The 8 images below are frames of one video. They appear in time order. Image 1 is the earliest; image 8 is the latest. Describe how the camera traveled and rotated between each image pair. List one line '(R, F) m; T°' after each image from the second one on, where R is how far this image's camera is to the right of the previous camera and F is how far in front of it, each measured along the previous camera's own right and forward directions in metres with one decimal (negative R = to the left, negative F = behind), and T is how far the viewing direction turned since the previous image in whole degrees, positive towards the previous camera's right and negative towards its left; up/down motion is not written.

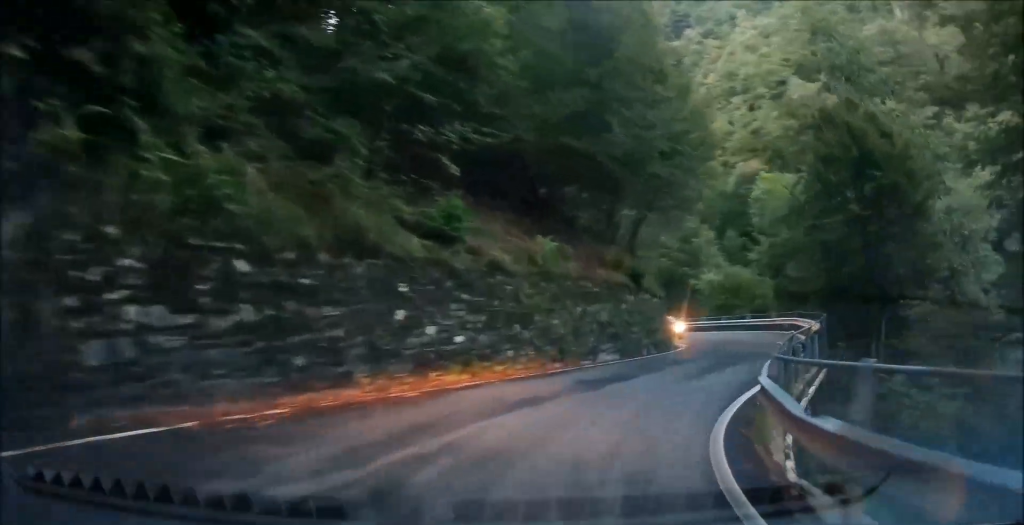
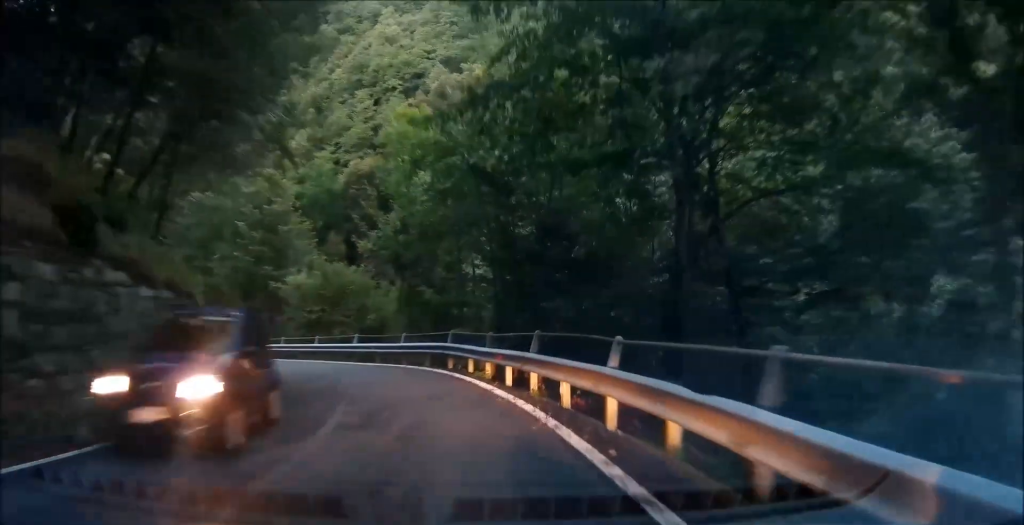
(+1.9, +16.9) m; +9°
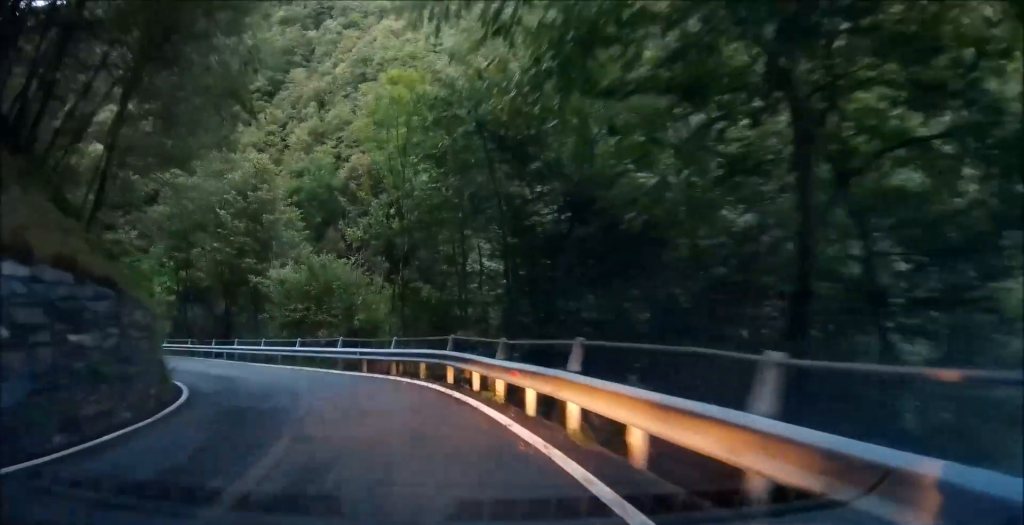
(+0.2, +4.5) m; 0°
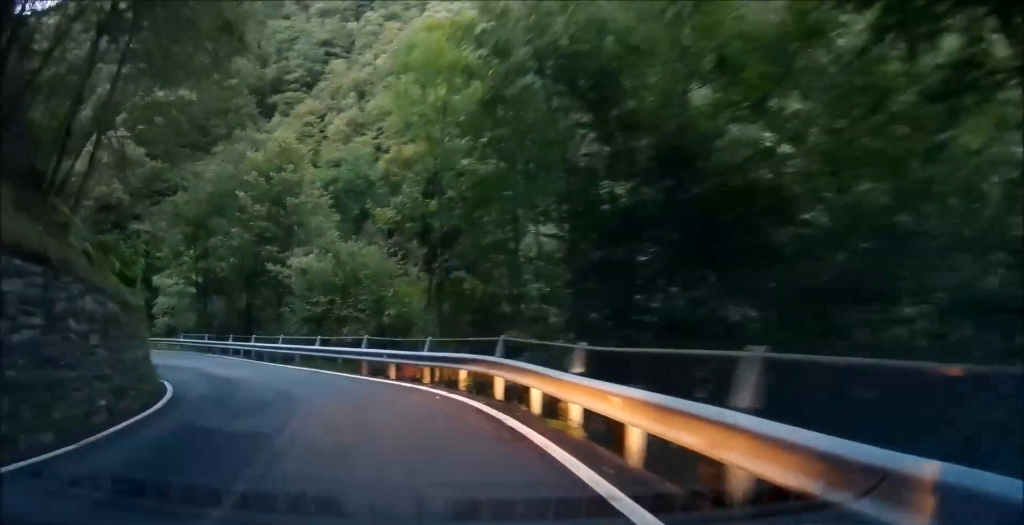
(-0.1, +3.9) m; -3°
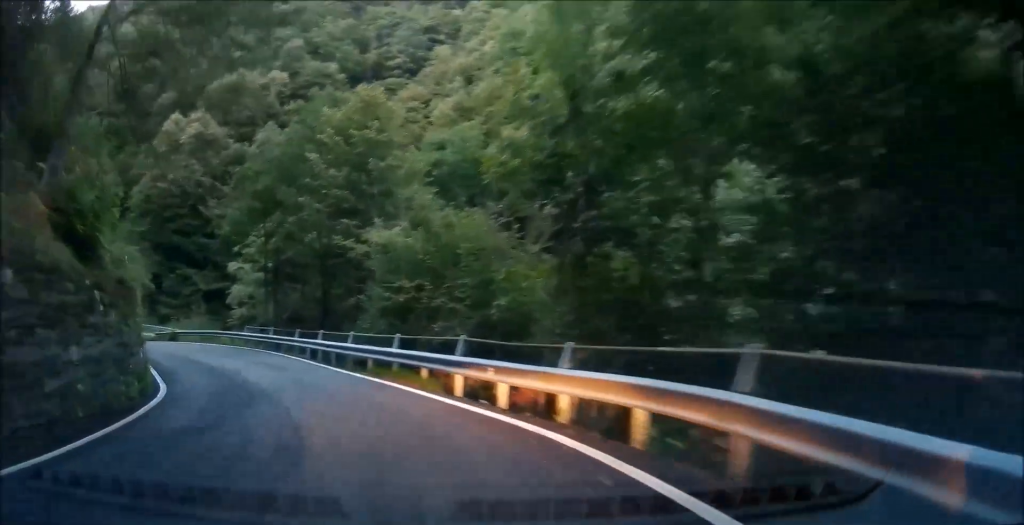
(-0.2, +6.8) m; -7°
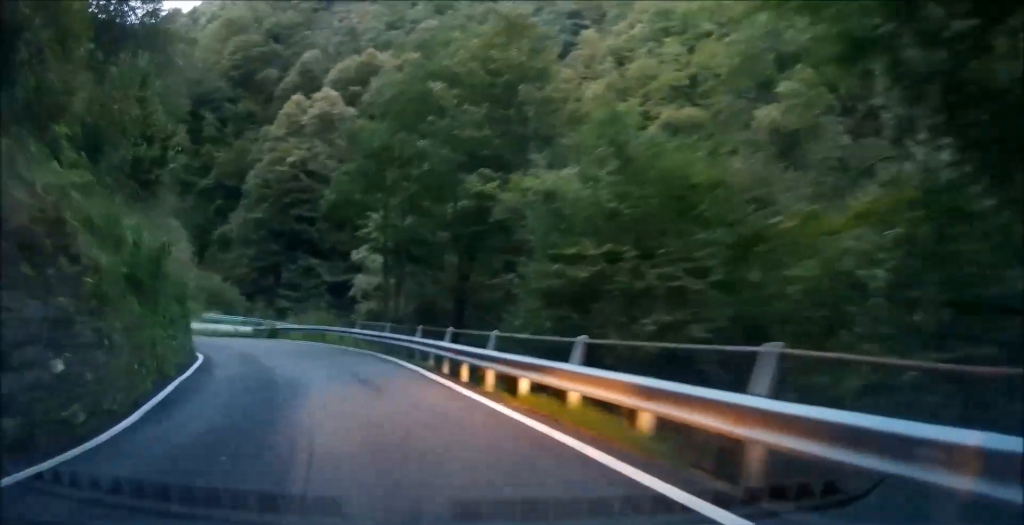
(-0.8, +7.7) m; -9°
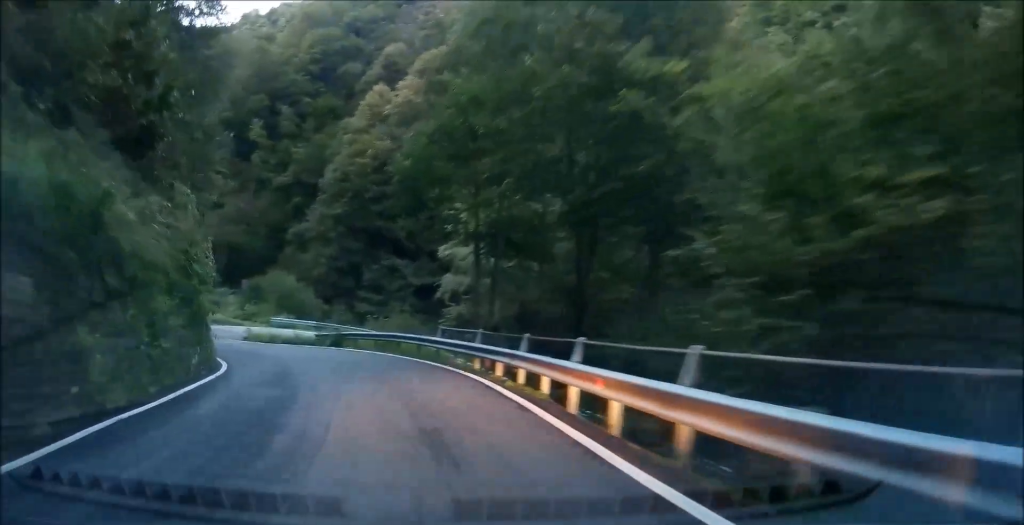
(-0.4, +5.9) m; -4°
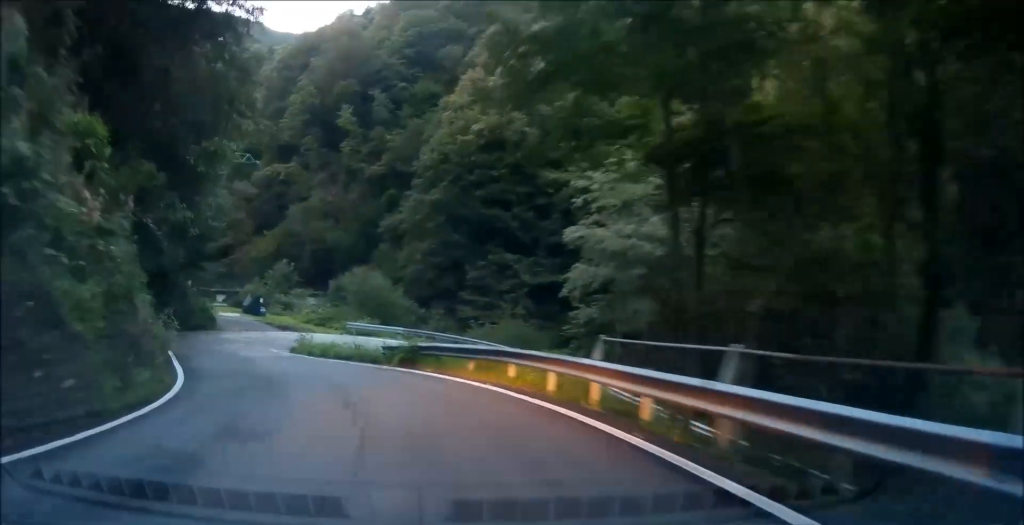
(-0.3, +9.6) m; -8°
